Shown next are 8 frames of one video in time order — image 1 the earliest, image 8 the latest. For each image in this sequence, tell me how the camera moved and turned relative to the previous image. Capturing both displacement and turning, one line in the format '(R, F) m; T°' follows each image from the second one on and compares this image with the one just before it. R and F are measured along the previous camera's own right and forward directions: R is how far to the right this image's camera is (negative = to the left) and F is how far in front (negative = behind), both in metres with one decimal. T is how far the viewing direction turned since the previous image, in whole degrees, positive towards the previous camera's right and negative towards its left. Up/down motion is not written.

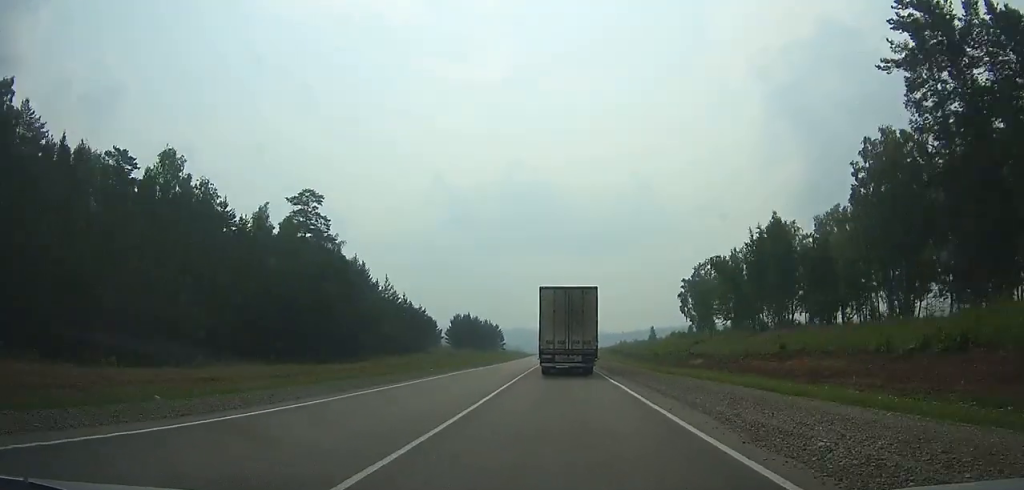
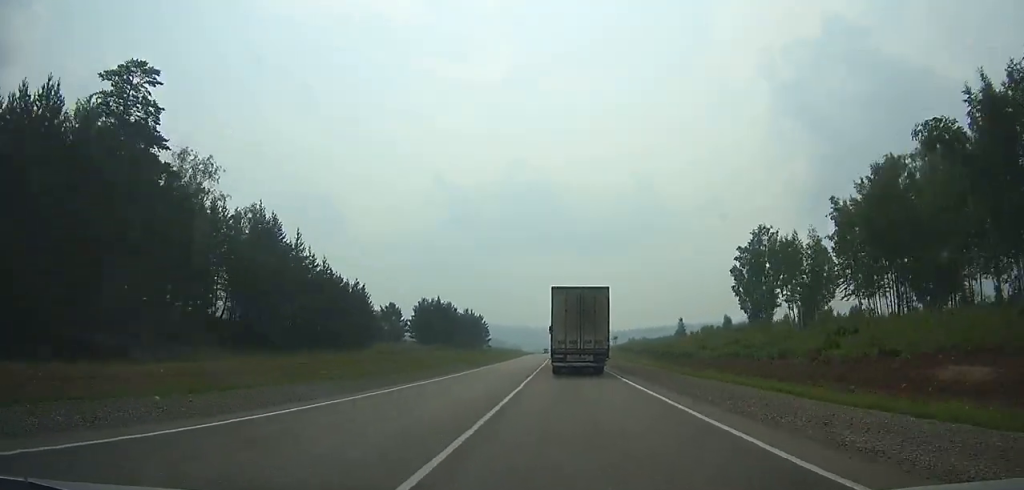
(0.0, +39.8) m; 0°
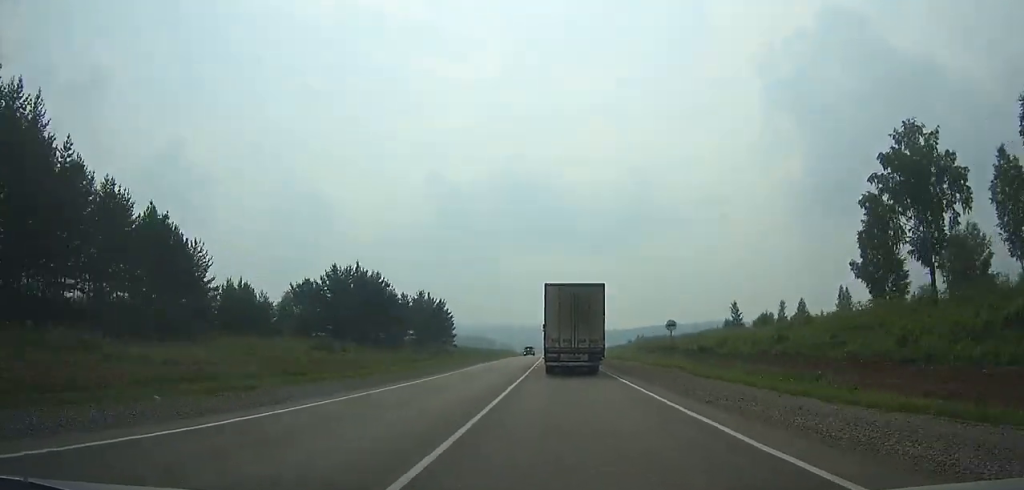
(0.0, +43.5) m; 0°
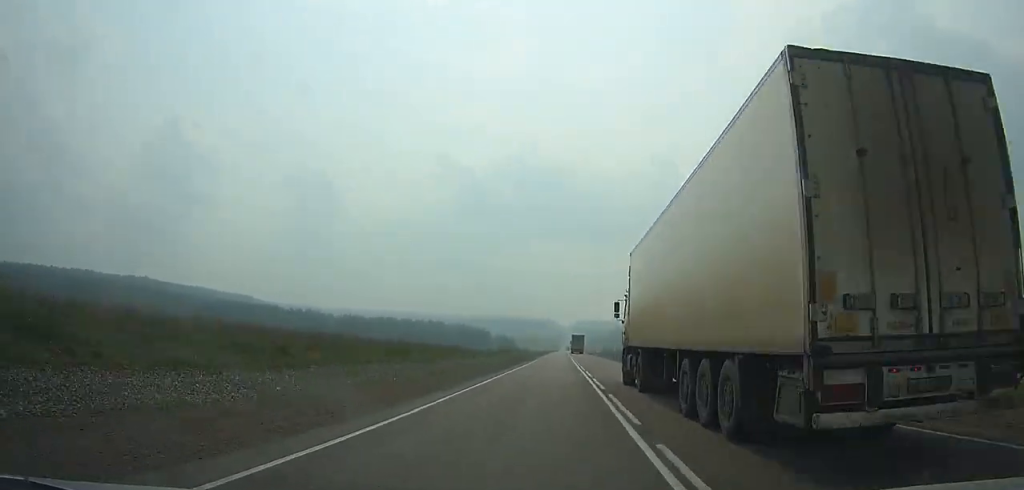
(-0.1, +168.7) m; 0°
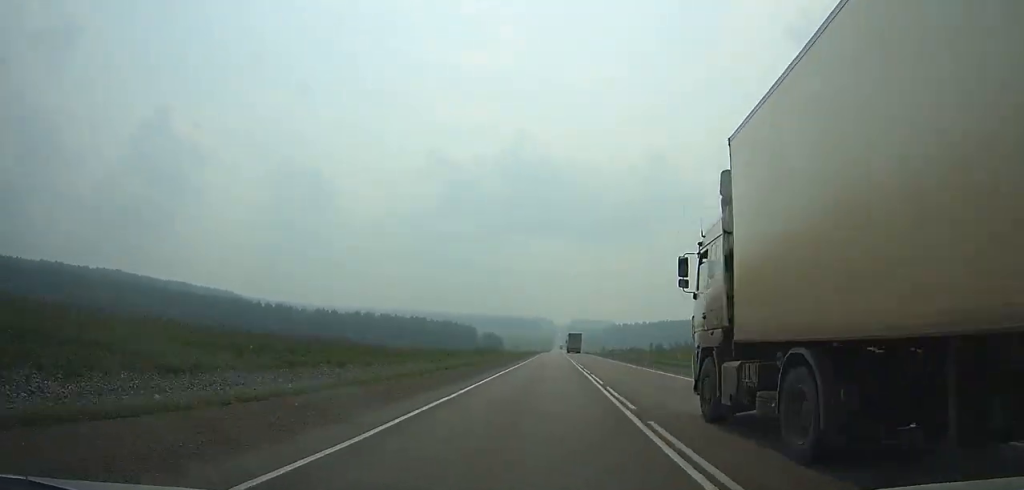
(0.0, +44.6) m; 0°
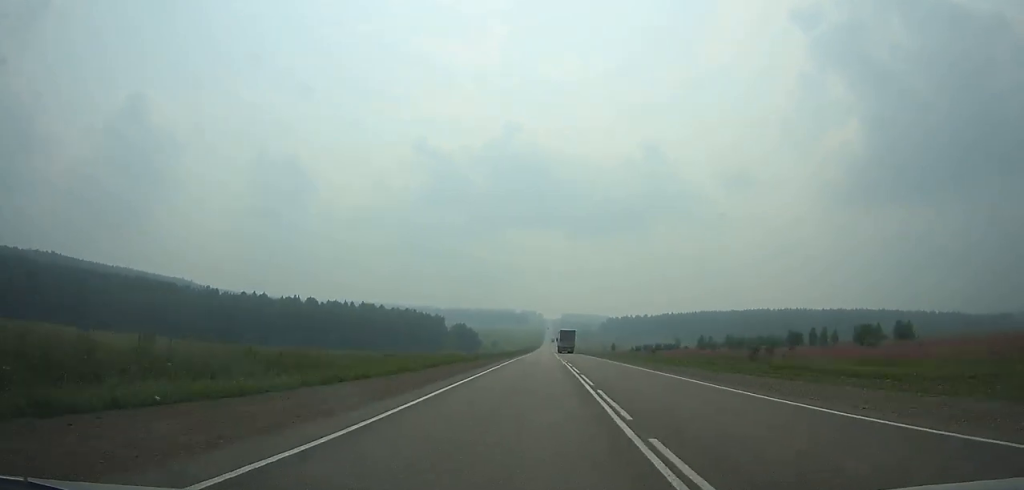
(+0.1, +91.6) m; 0°
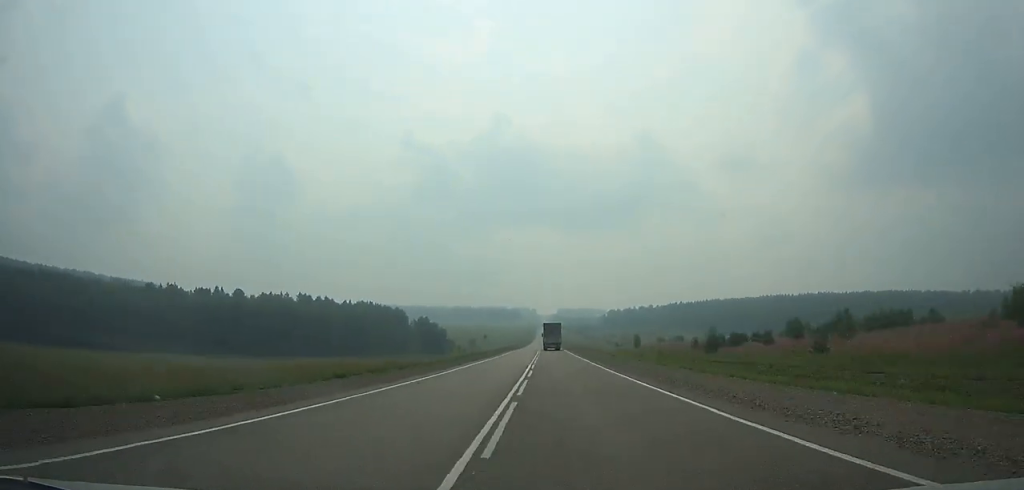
(+0.4, +77.0) m; 0°
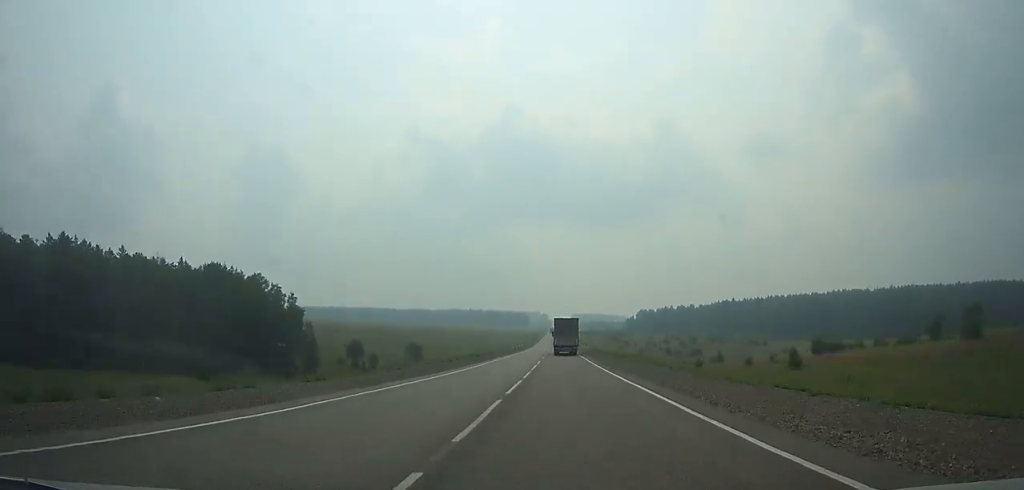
(+0.2, +150.3) m; 0°
